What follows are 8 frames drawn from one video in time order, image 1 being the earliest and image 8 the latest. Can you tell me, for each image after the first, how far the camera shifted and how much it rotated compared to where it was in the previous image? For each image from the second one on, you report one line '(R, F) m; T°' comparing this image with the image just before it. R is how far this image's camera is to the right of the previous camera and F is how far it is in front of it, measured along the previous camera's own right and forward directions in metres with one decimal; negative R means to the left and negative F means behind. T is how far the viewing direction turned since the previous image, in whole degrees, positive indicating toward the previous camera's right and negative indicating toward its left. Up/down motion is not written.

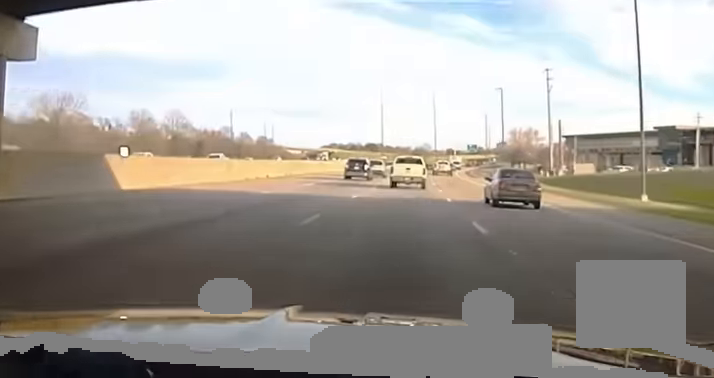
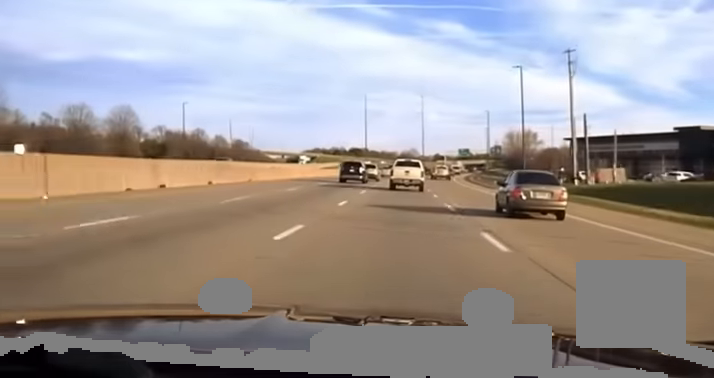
(+0.3, +28.4) m; +1°
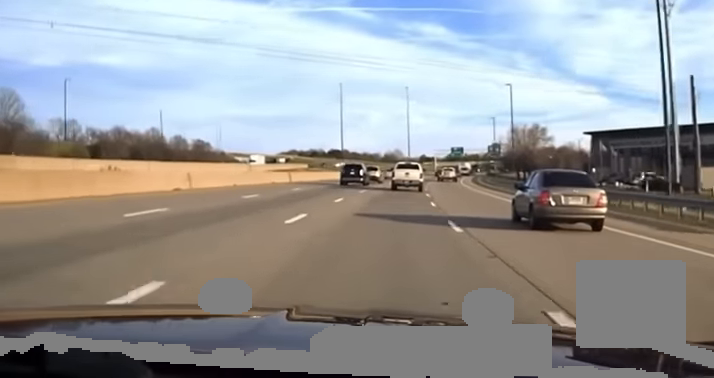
(+0.6, +41.0) m; +1°
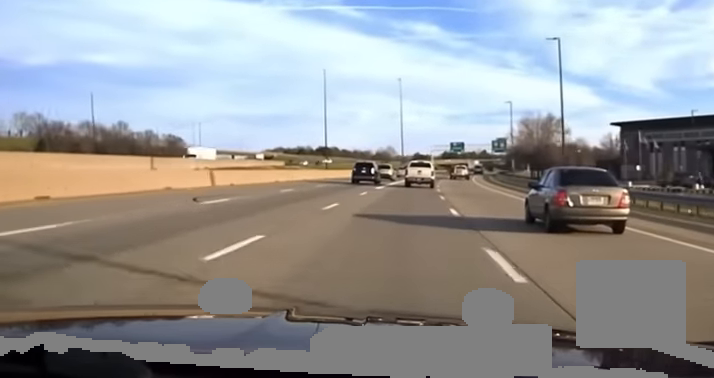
(+0.1, +28.5) m; 0°
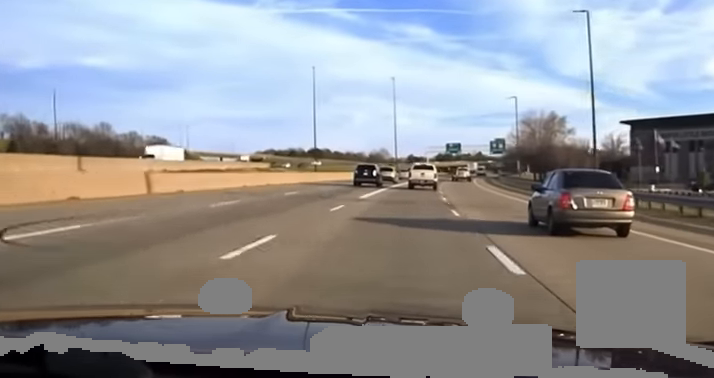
(0.0, +11.2) m; 0°
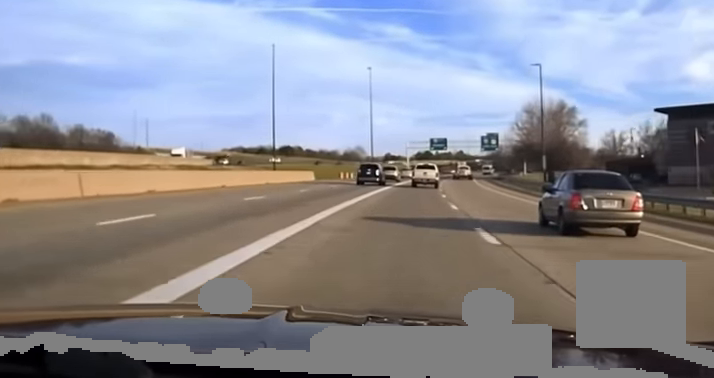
(-0.2, +32.9) m; +1°
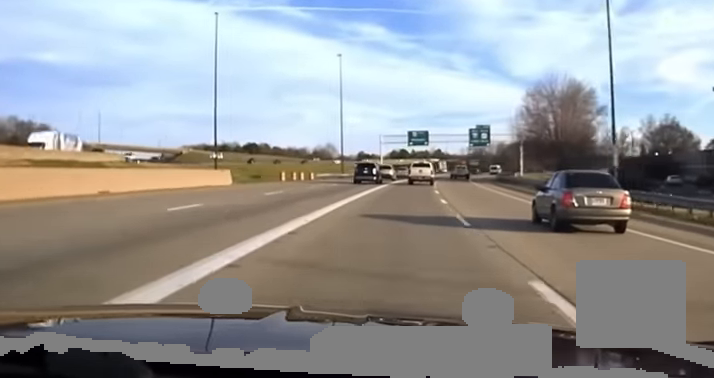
(+1.6, +33.4) m; +5°
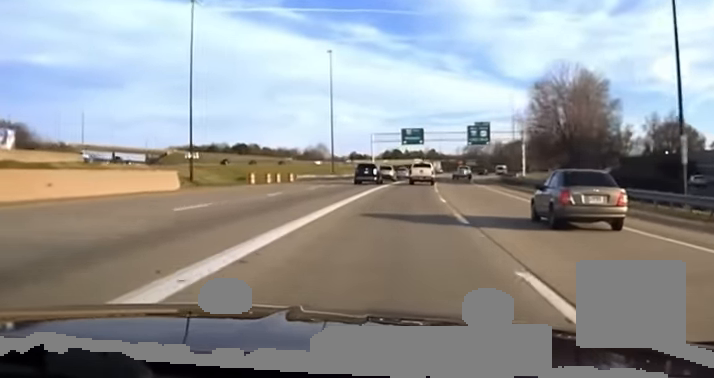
(+0.8, +12.8) m; +1°
